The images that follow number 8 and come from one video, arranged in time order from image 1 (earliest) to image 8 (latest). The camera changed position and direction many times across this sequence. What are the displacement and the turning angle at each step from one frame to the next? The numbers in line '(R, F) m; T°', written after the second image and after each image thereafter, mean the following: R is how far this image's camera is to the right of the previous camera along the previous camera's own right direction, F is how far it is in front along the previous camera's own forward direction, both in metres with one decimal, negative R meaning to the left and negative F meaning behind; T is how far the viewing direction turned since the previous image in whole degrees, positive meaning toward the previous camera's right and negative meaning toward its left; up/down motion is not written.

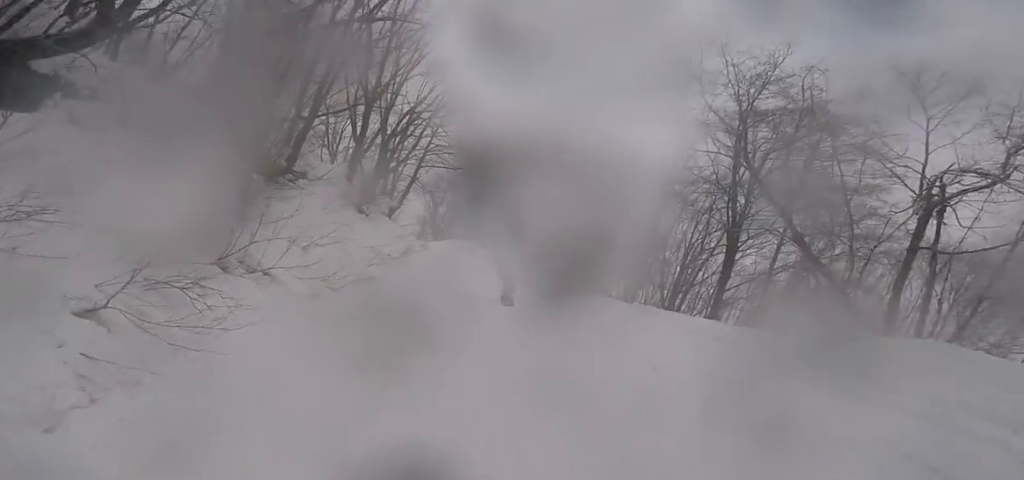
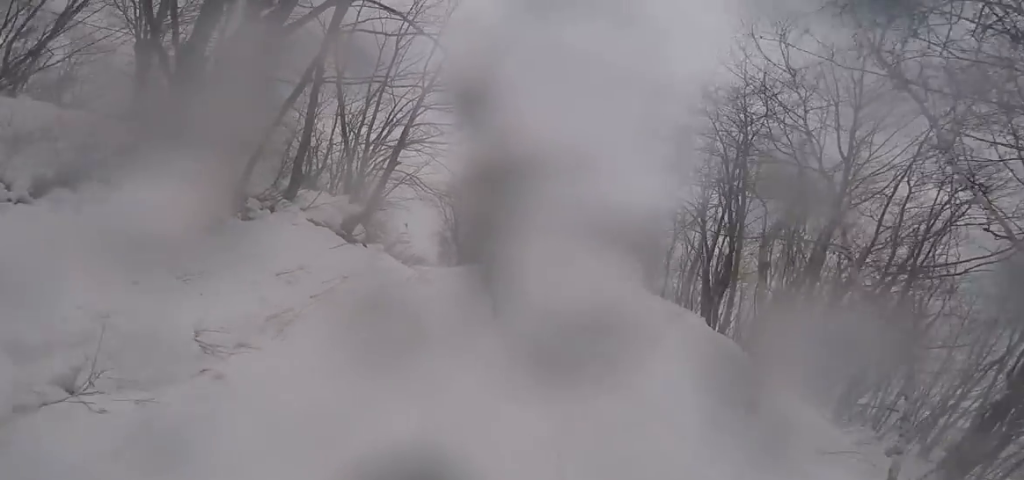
(-2.4, +13.5) m; -12°
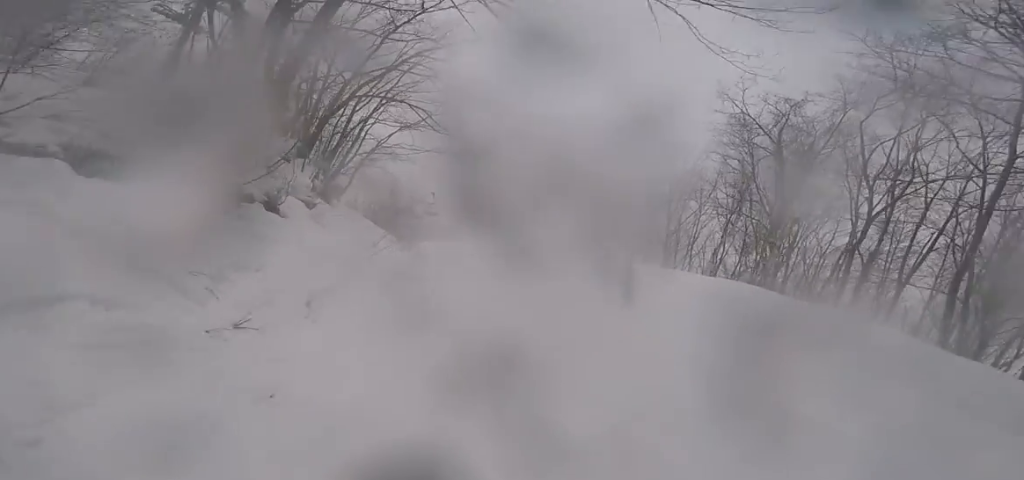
(-0.6, +10.6) m; -11°
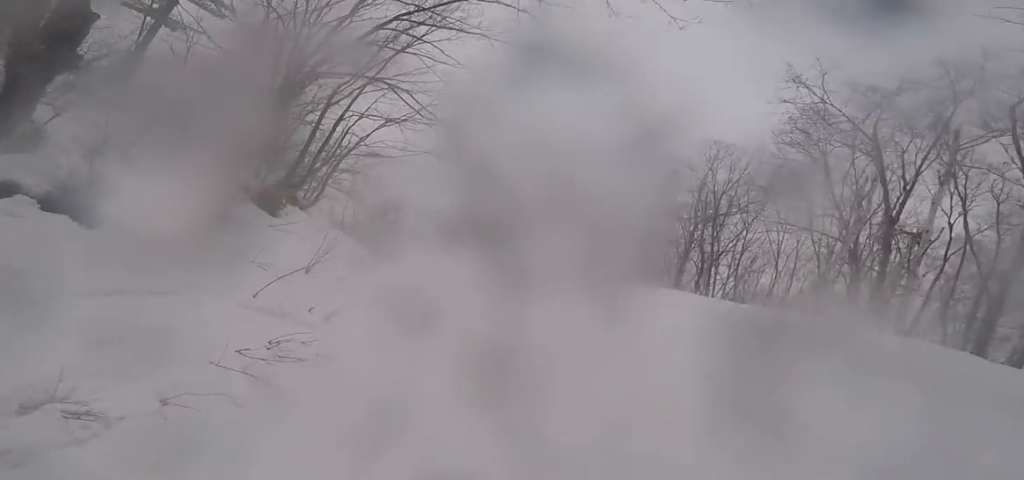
(-0.9, +4.5) m; 0°
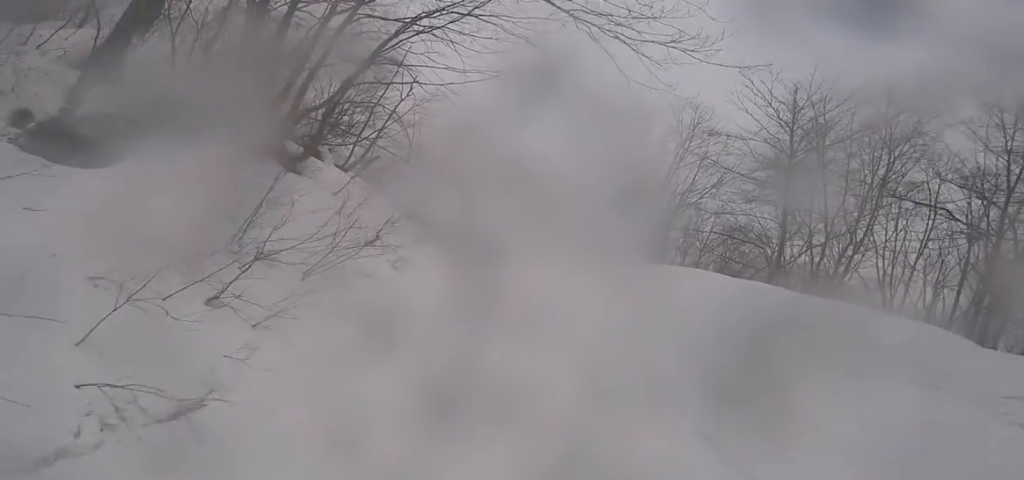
(+0.9, +7.9) m; -3°
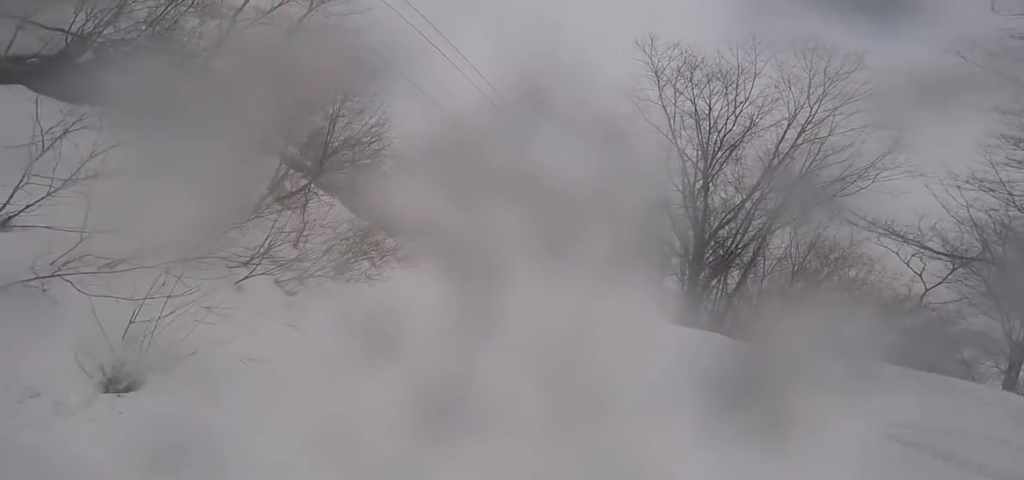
(-1.9, +9.9) m; -12°
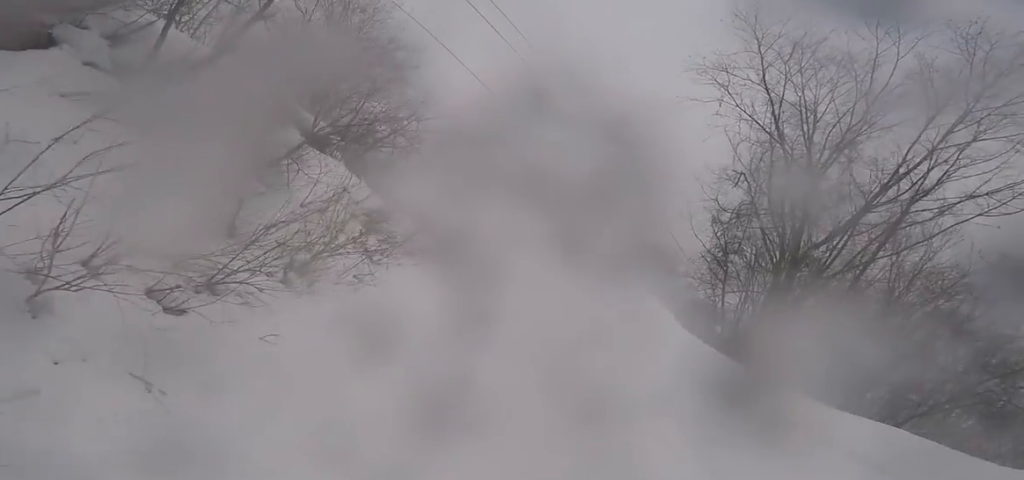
(+0.2, +3.0) m; -1°
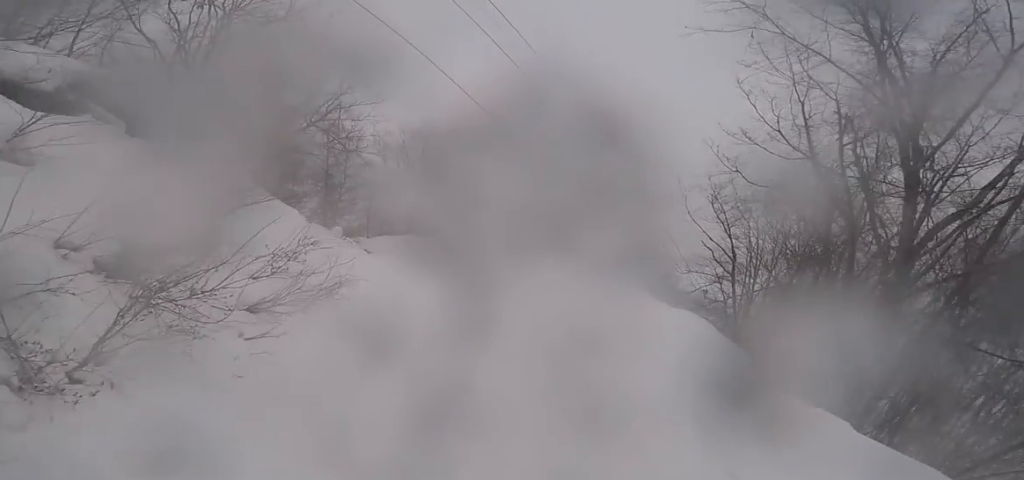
(-0.3, +6.0) m; -10°
